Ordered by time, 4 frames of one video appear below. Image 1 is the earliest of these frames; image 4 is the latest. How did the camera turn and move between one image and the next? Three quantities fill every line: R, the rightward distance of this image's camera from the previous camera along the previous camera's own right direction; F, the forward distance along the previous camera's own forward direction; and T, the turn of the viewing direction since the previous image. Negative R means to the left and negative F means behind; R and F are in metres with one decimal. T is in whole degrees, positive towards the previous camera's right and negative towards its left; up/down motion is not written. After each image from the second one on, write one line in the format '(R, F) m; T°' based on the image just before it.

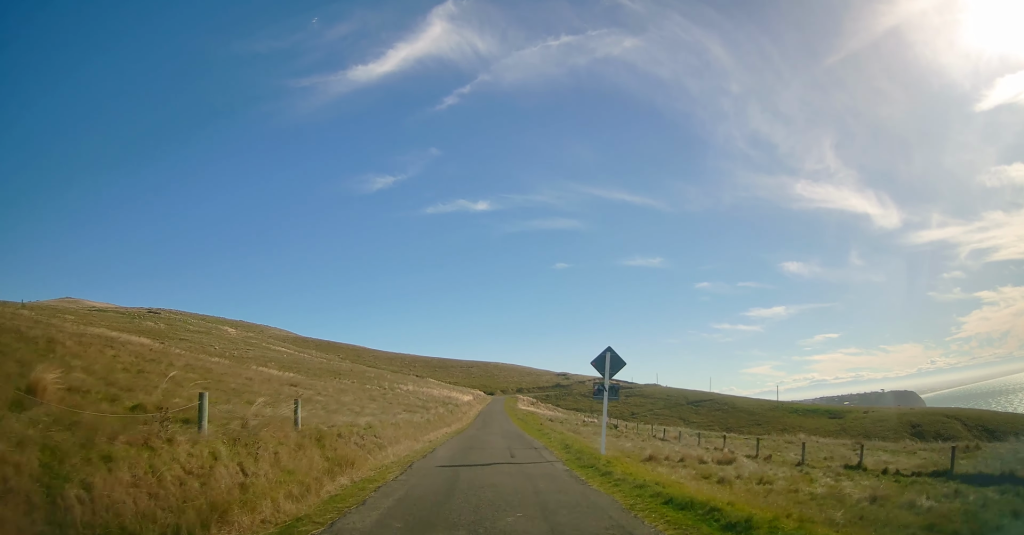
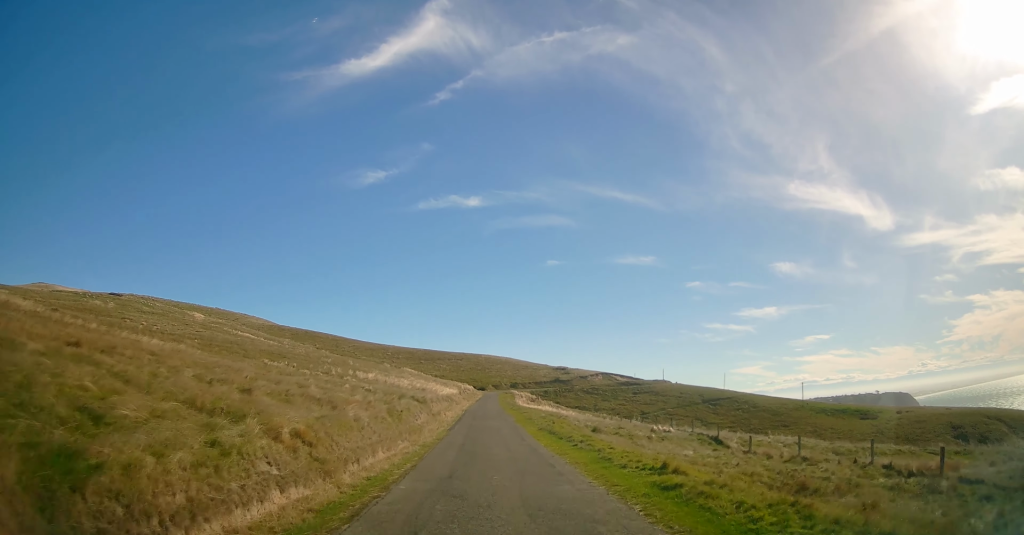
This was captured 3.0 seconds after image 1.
(-0.1, +29.7) m; +1°
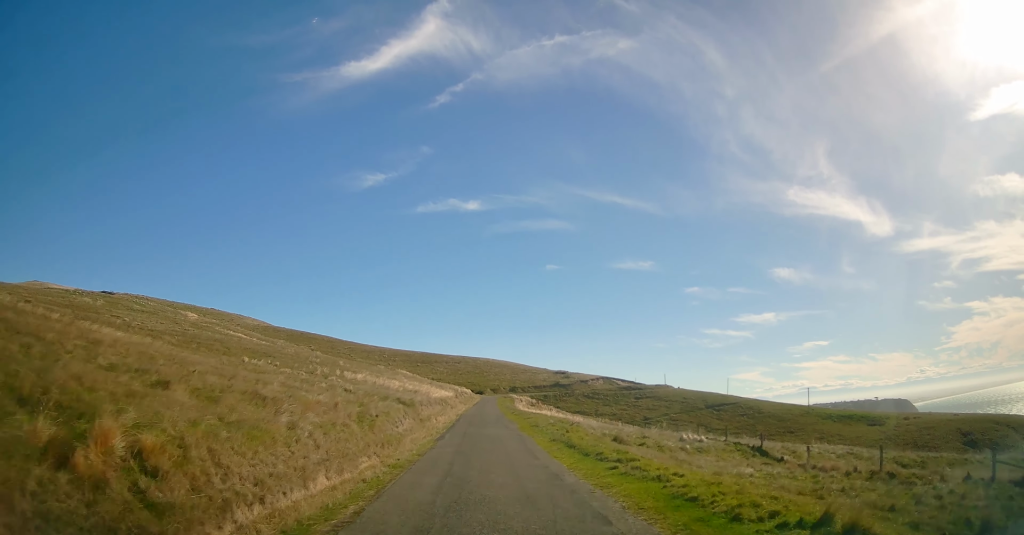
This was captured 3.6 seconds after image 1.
(+0.1, +5.8) m; 0°
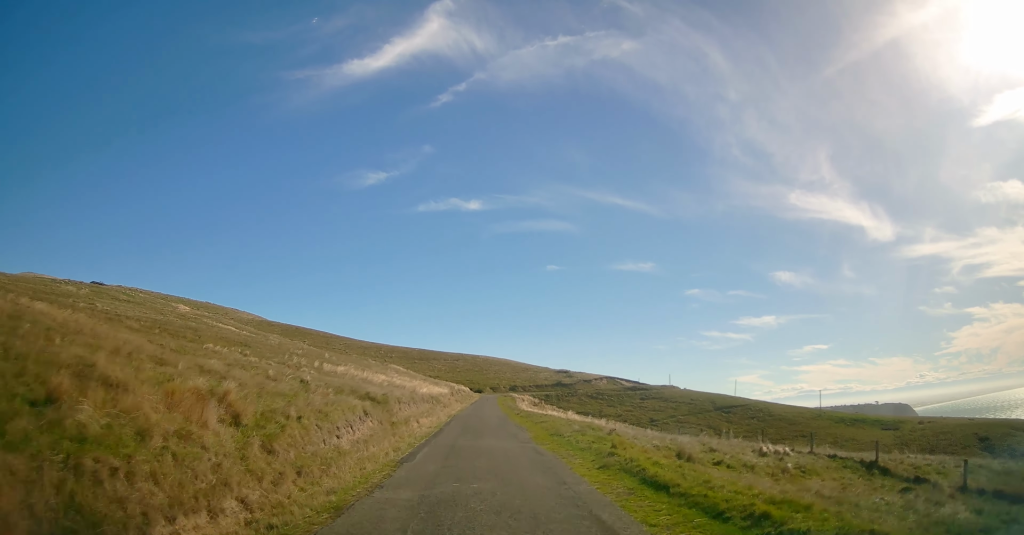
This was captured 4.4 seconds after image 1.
(-0.4, +9.0) m; 0°
